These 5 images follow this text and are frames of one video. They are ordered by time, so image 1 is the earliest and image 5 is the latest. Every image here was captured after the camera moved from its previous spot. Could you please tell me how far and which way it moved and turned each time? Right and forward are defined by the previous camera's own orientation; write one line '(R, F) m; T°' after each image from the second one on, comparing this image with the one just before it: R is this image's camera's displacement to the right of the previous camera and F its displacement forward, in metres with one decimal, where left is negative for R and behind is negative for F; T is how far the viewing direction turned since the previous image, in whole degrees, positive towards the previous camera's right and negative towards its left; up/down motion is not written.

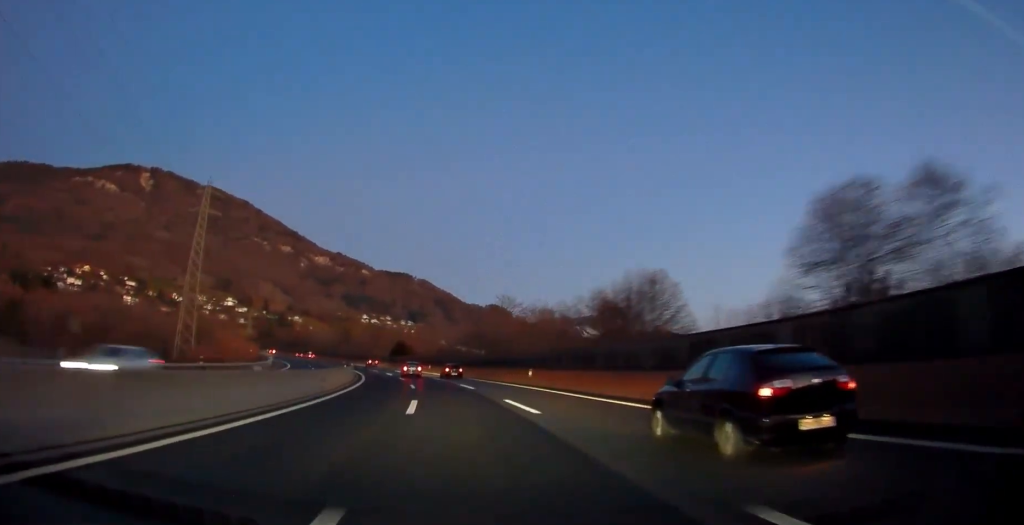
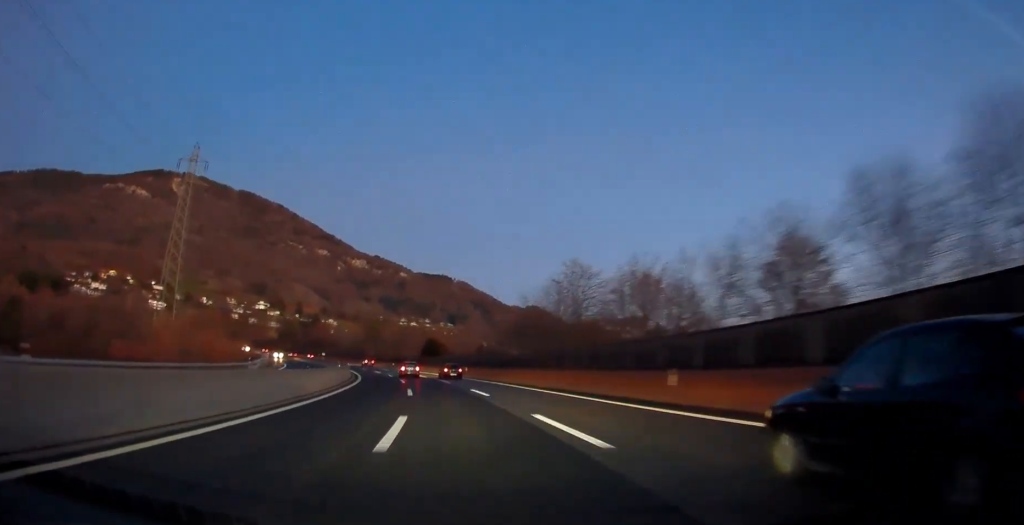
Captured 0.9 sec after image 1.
(-1.0, +25.5) m; -4°
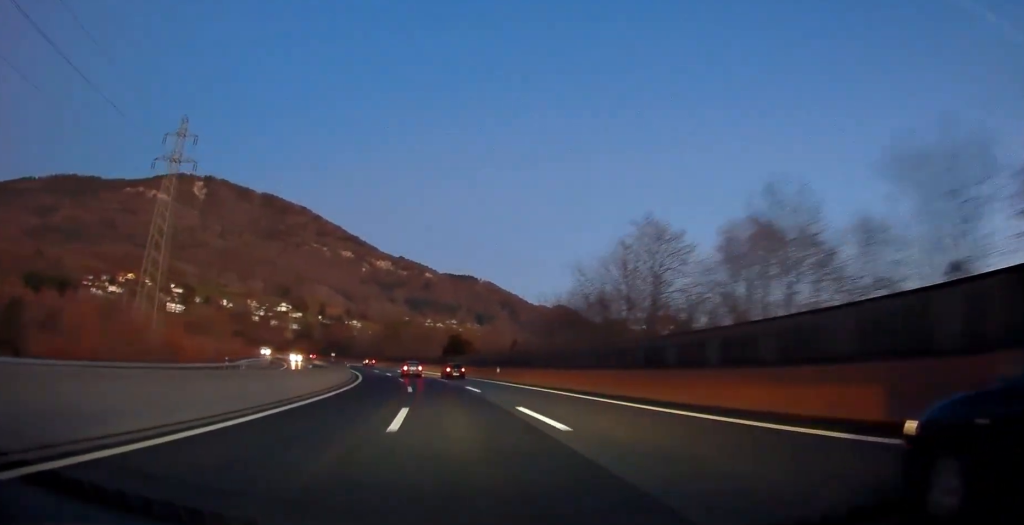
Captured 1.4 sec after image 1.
(-0.2, +14.3) m; -2°
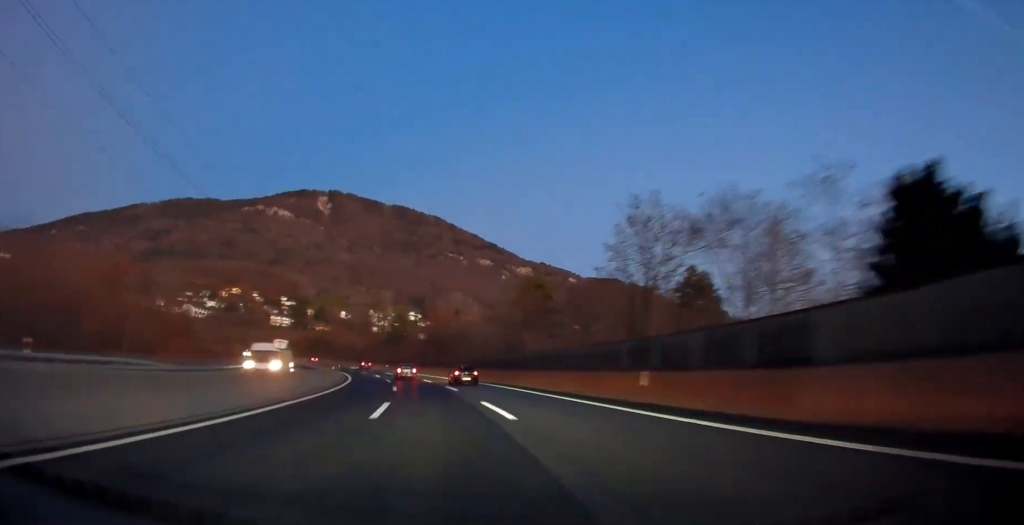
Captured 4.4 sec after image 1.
(-8.6, +85.2) m; -13°
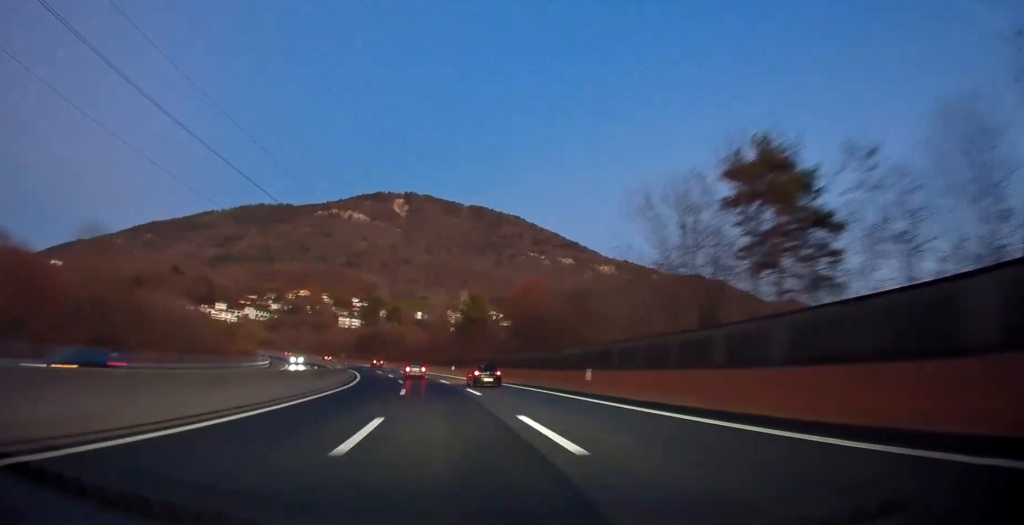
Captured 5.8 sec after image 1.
(-3.4, +41.7) m; -8°
